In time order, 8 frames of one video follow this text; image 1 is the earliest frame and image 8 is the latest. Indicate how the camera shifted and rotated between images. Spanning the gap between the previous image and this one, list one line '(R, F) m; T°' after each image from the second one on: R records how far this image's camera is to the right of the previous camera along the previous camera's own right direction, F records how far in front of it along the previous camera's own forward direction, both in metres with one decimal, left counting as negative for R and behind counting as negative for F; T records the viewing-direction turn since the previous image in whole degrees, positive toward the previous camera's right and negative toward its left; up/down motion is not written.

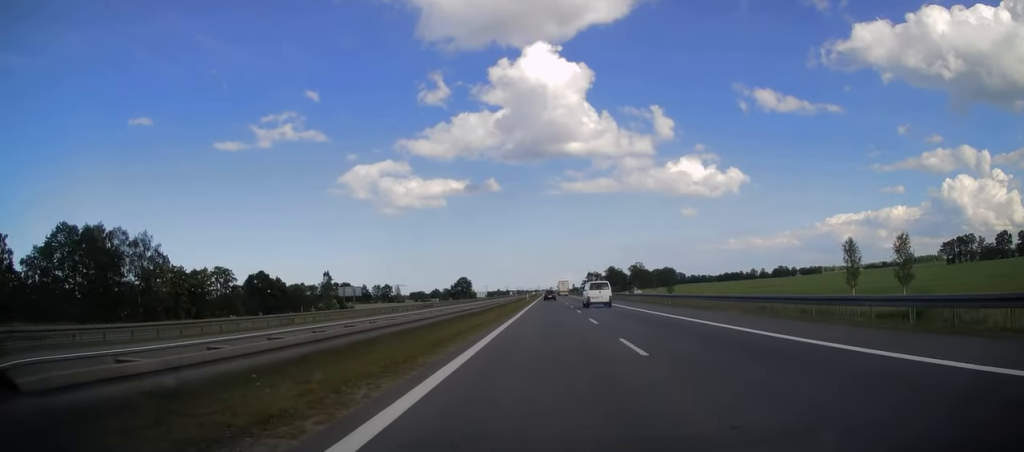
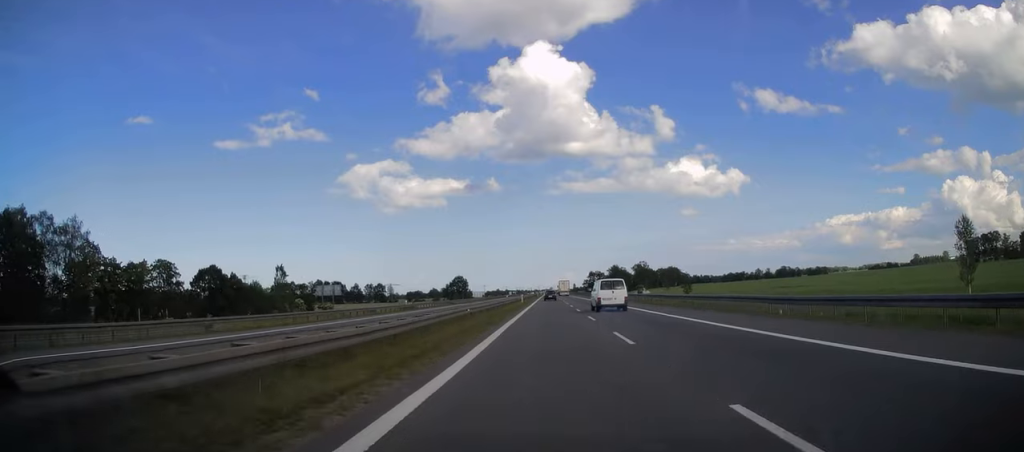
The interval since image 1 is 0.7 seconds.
(-0.3, +21.4) m; 0°
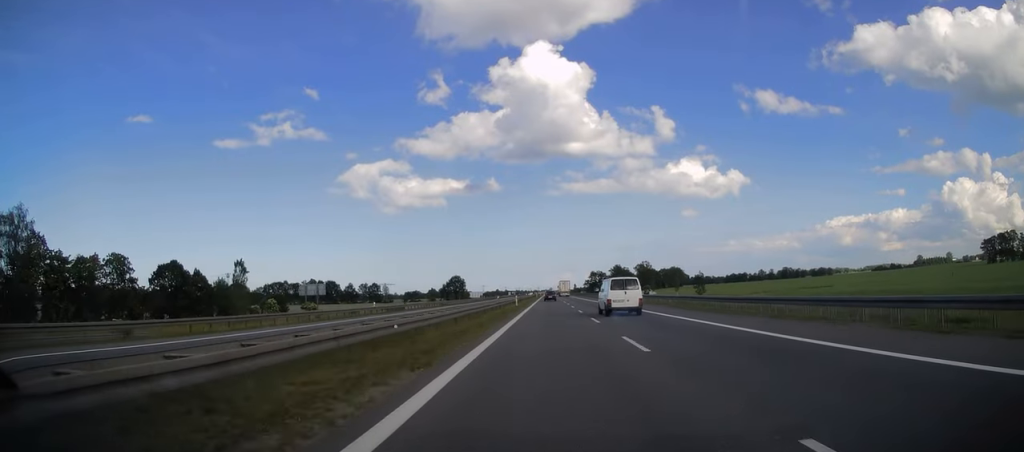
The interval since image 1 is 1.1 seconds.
(+0.1, +13.7) m; 0°
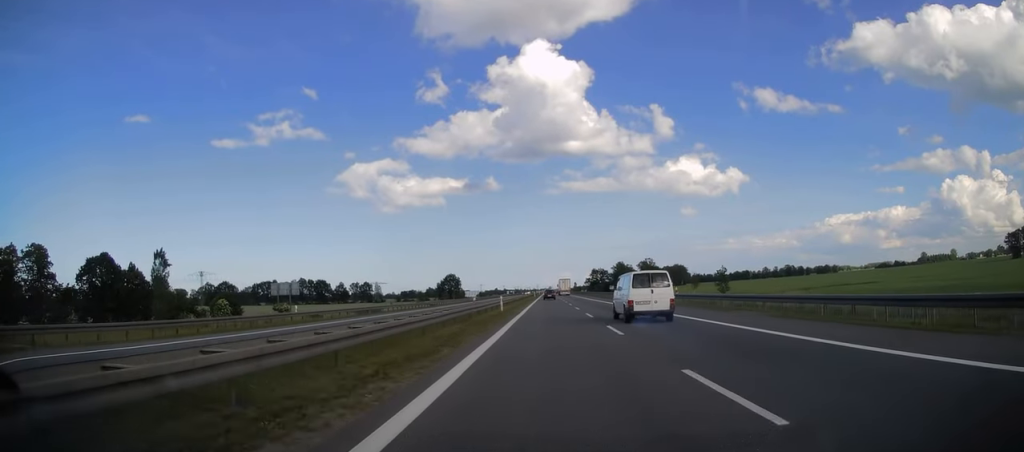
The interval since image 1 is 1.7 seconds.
(+0.2, +19.3) m; 0°
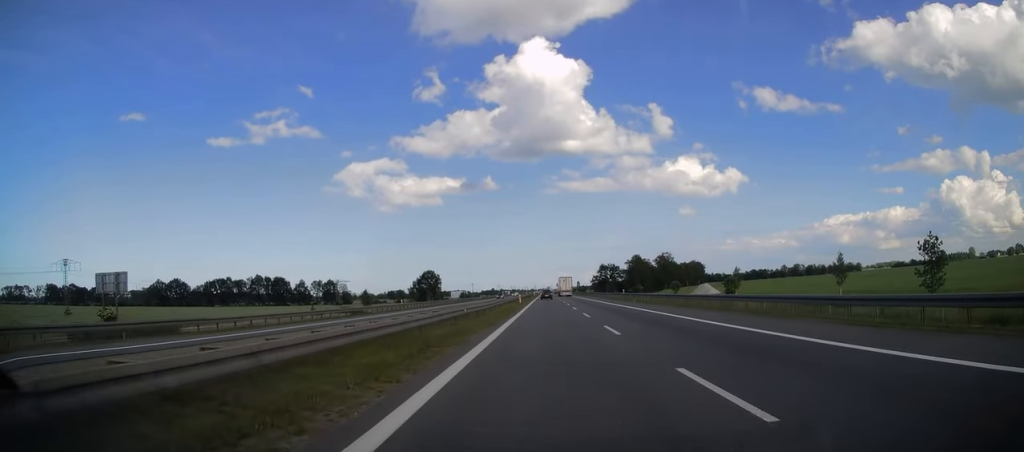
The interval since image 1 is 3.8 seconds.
(-0.7, +71.5) m; -1°
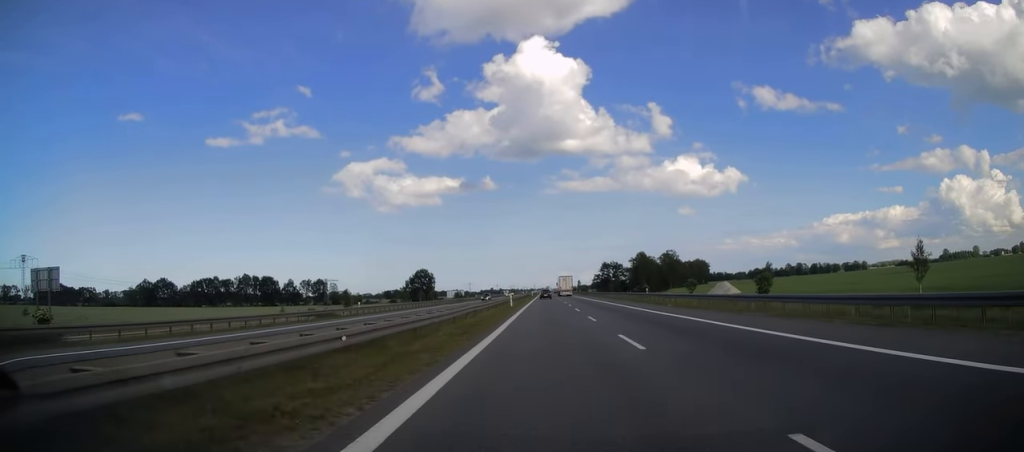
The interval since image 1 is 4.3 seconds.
(+0.2, +16.6) m; 0°
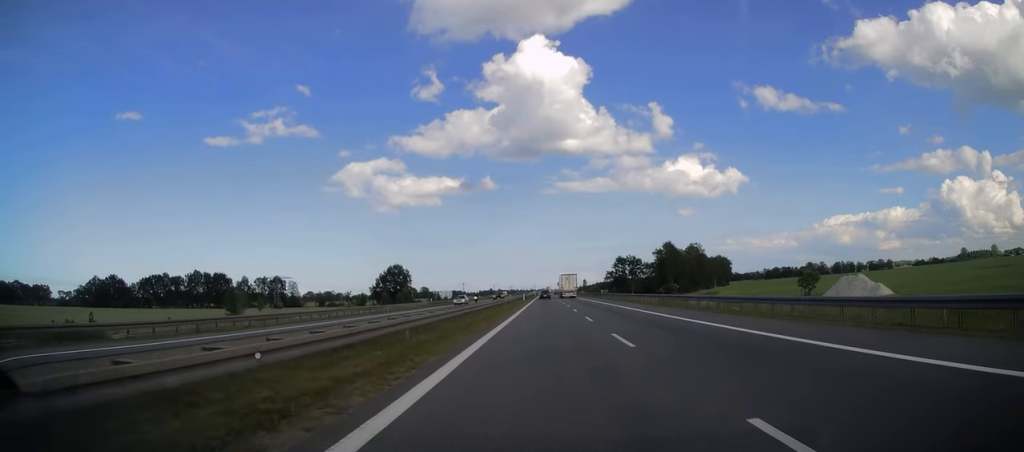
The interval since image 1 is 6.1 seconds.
(+0.1, +59.1) m; 0°
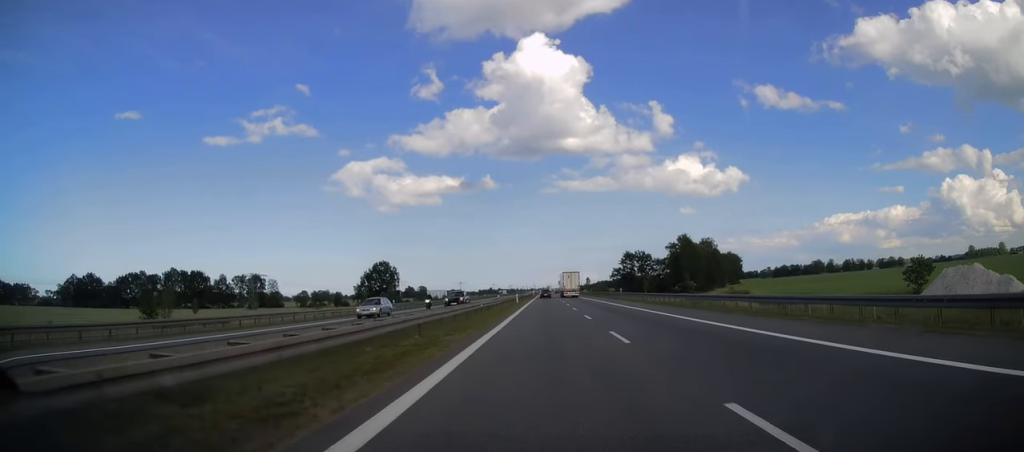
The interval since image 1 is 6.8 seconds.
(-0.3, +23.2) m; 0°
